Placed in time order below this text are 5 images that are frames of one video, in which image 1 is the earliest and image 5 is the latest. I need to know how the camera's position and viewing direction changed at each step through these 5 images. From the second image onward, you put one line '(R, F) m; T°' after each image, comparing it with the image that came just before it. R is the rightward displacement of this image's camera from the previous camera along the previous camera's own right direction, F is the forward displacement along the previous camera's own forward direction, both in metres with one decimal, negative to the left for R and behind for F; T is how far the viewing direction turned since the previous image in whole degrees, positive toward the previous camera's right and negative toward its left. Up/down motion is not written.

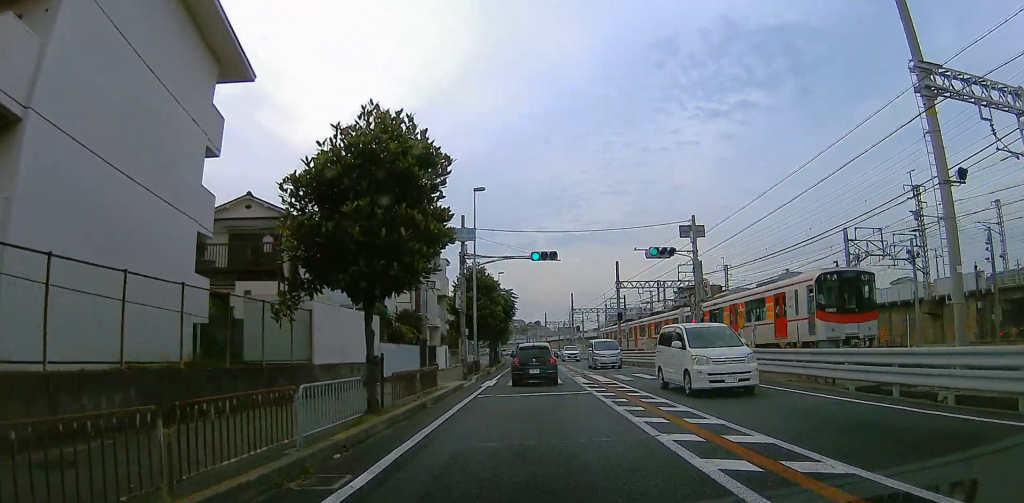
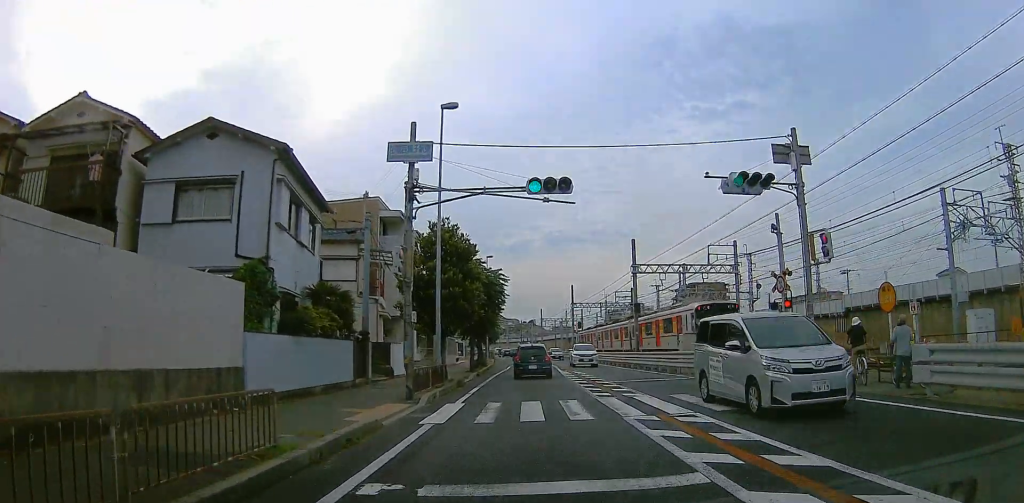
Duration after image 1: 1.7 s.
(-0.5, +11.3) m; -1°
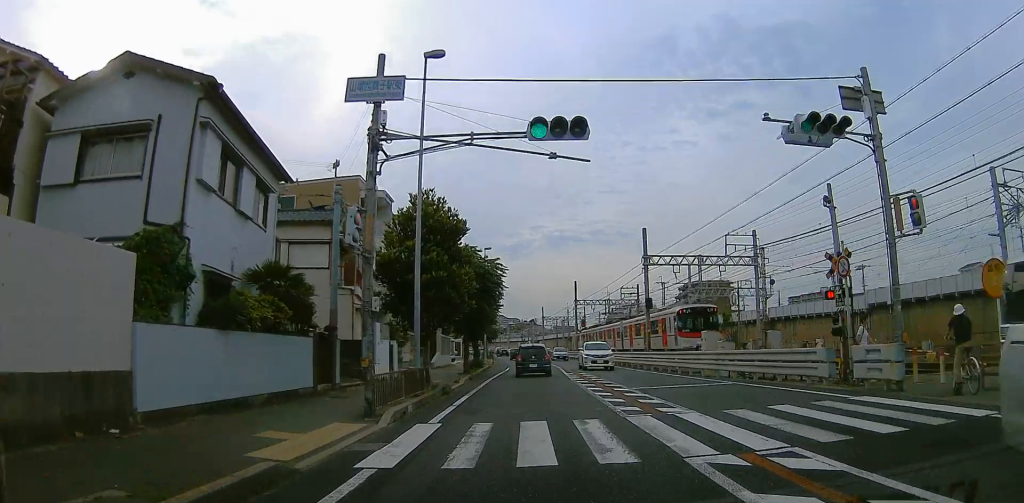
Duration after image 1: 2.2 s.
(+0.5, +4.0) m; 0°
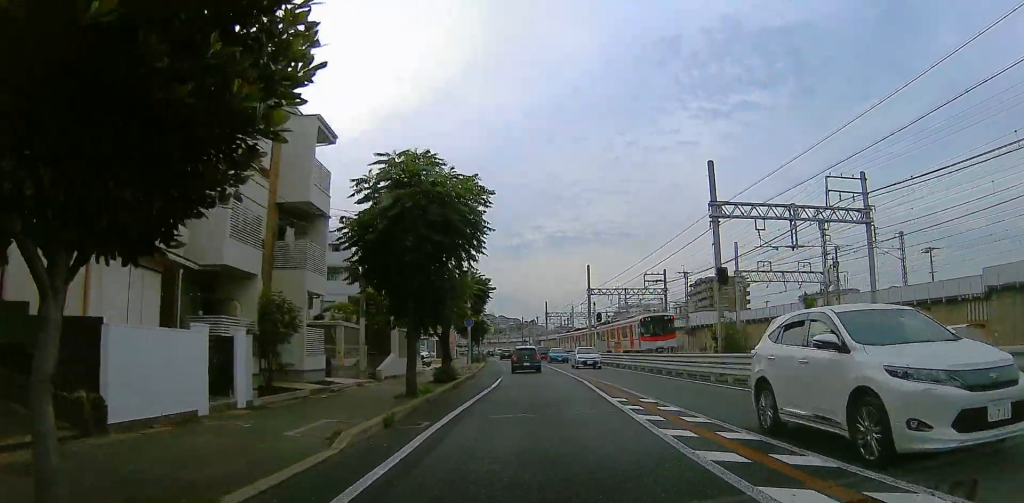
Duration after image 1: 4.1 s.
(-1.7, +14.9) m; -7°
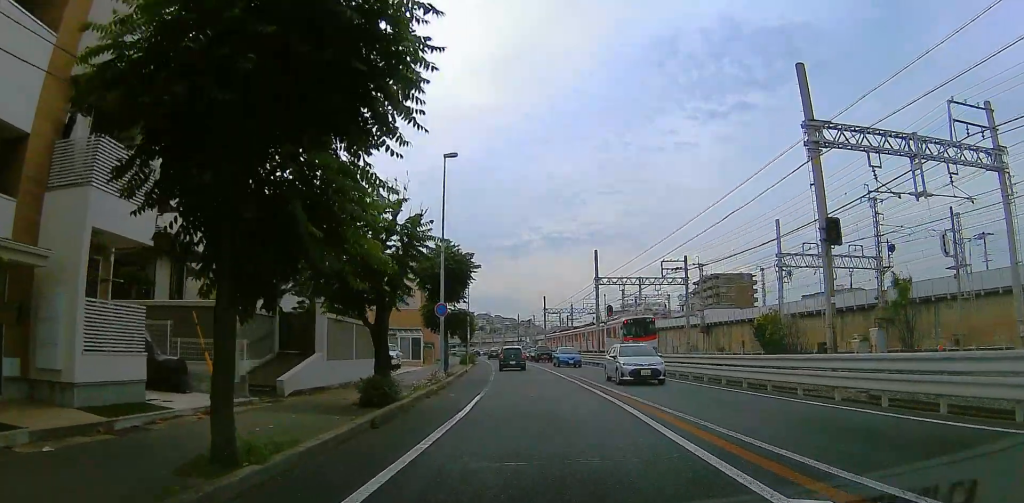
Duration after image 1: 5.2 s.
(+0.1, +9.9) m; +5°
